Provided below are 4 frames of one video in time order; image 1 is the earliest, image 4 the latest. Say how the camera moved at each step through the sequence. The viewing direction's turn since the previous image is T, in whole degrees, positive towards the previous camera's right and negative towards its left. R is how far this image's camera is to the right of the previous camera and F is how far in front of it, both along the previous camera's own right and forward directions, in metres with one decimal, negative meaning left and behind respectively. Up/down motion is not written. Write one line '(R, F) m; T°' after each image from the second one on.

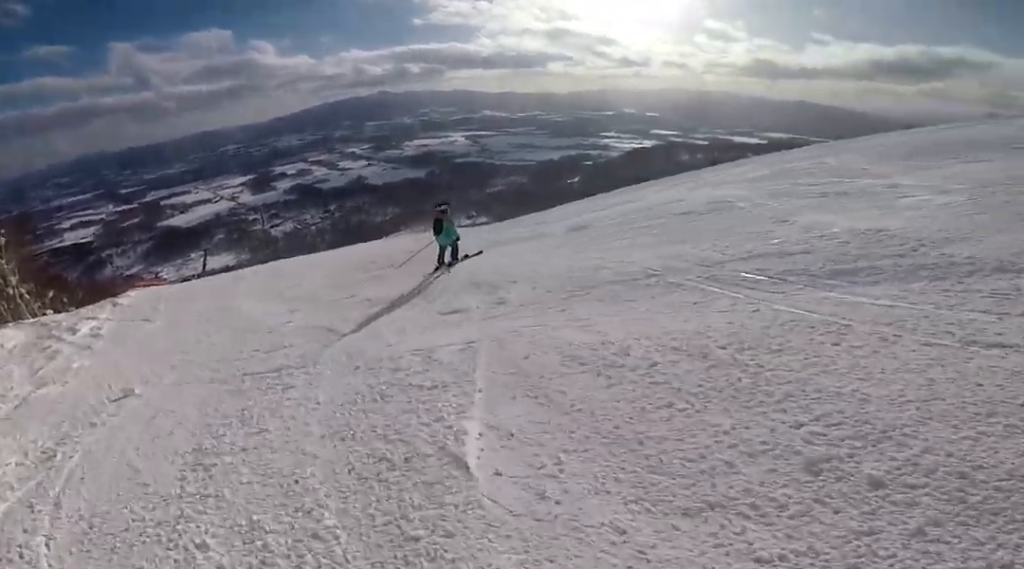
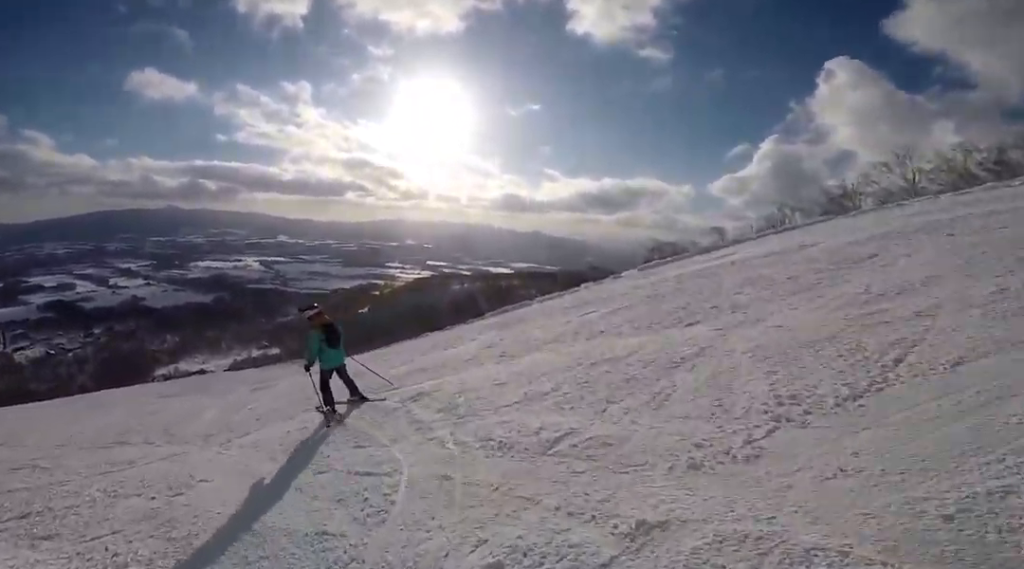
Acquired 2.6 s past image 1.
(+4.1, +8.0) m; +31°
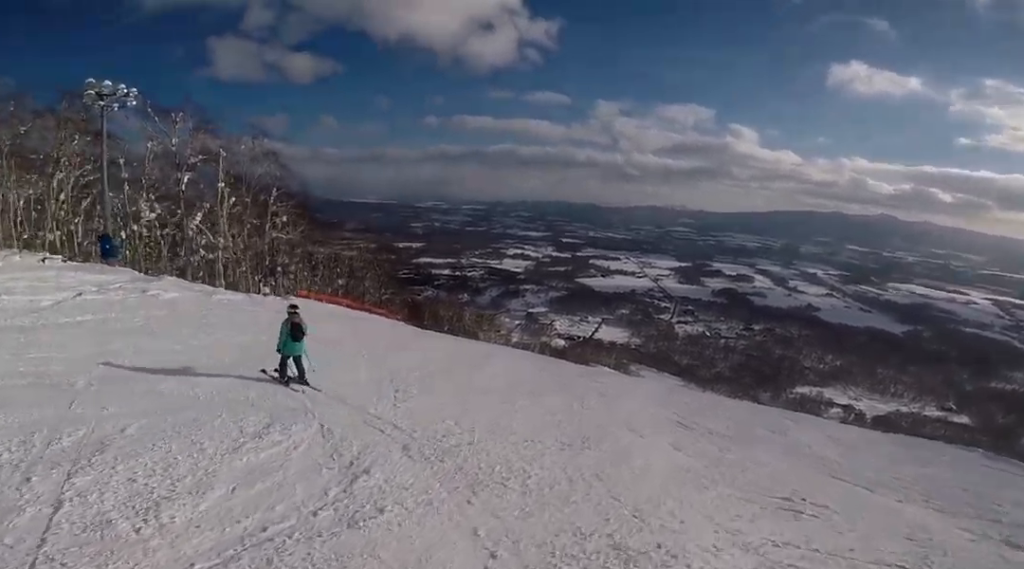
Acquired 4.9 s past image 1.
(-4.2, +6.0) m; -69°
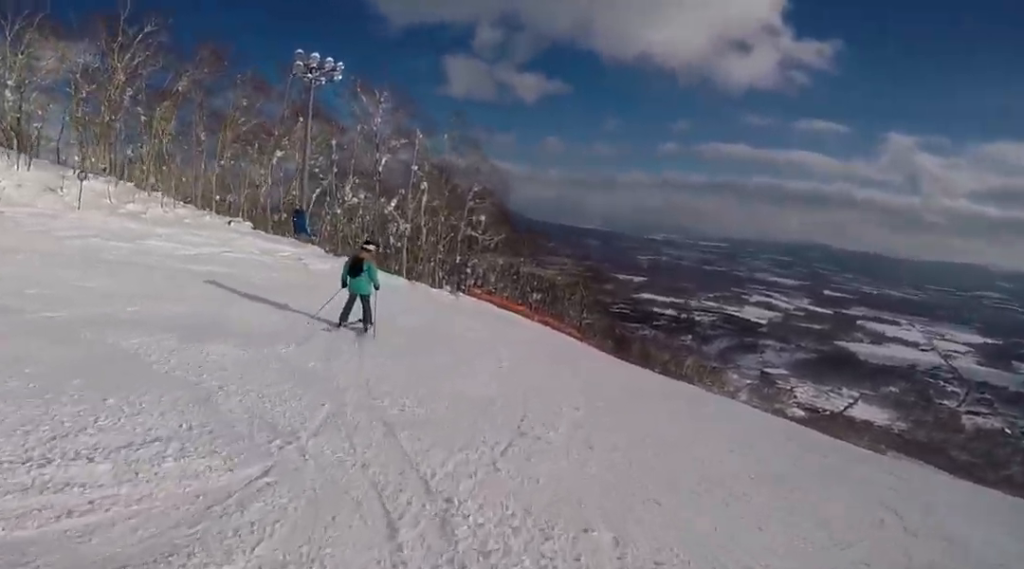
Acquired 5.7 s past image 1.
(-0.4, +3.7) m; -3°
